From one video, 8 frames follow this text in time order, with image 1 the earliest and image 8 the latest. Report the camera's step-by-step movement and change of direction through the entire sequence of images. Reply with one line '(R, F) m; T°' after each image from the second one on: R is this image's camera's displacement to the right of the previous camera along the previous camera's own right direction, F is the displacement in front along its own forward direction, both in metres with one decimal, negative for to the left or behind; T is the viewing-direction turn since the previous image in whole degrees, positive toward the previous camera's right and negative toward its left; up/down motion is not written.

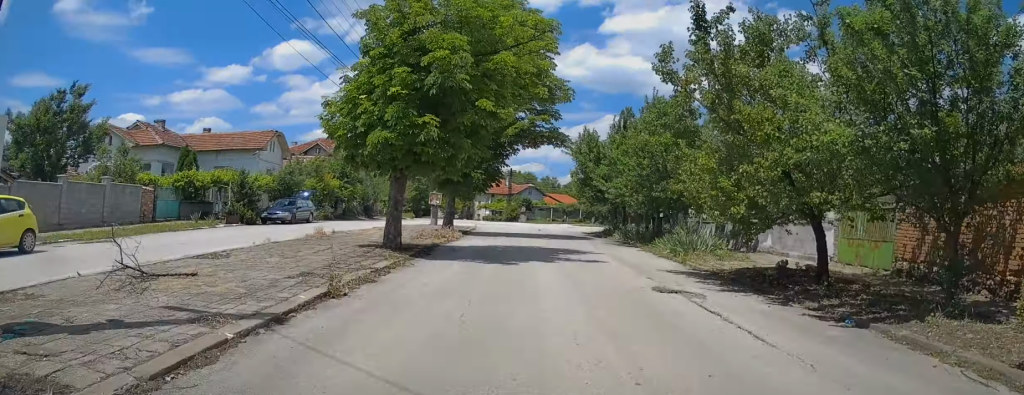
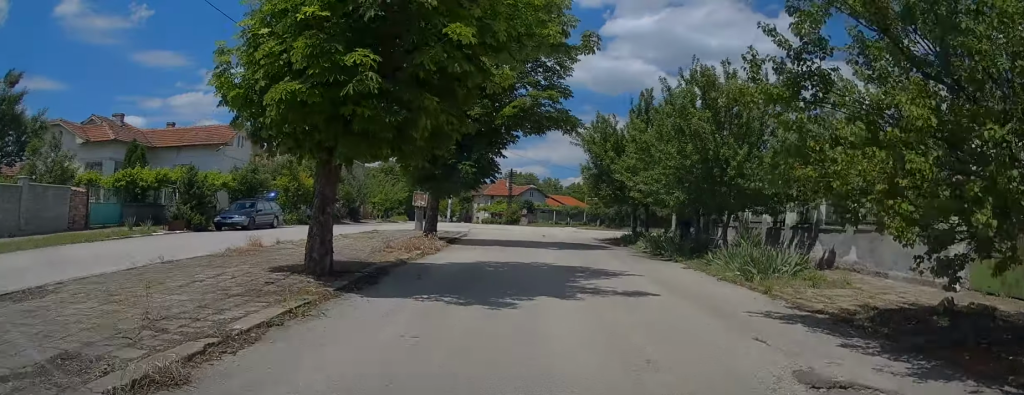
(0.0, +5.3) m; 0°
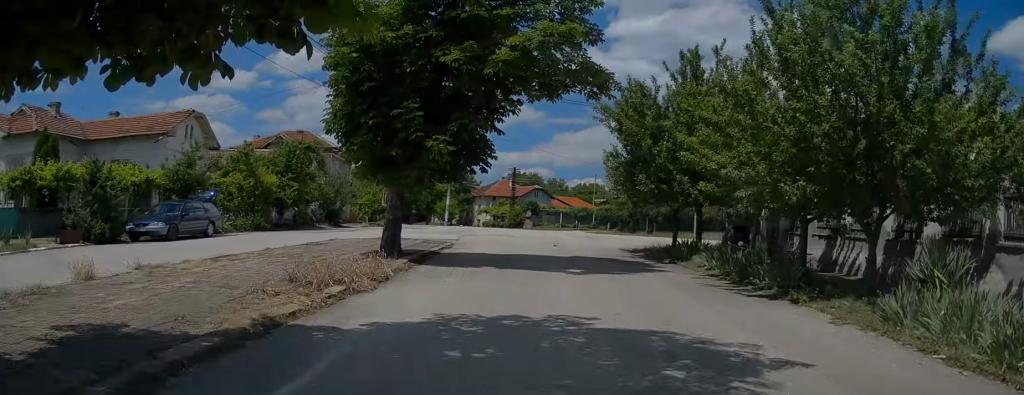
(-0.1, +7.0) m; +1°
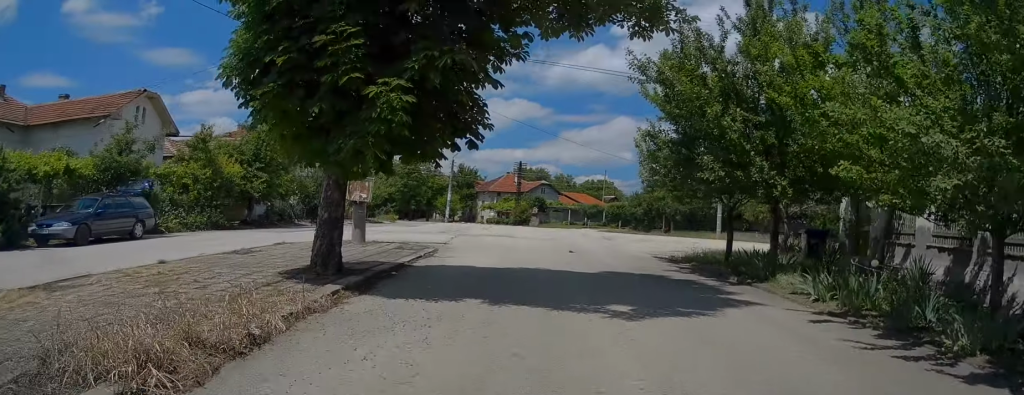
(0.0, +5.2) m; 0°
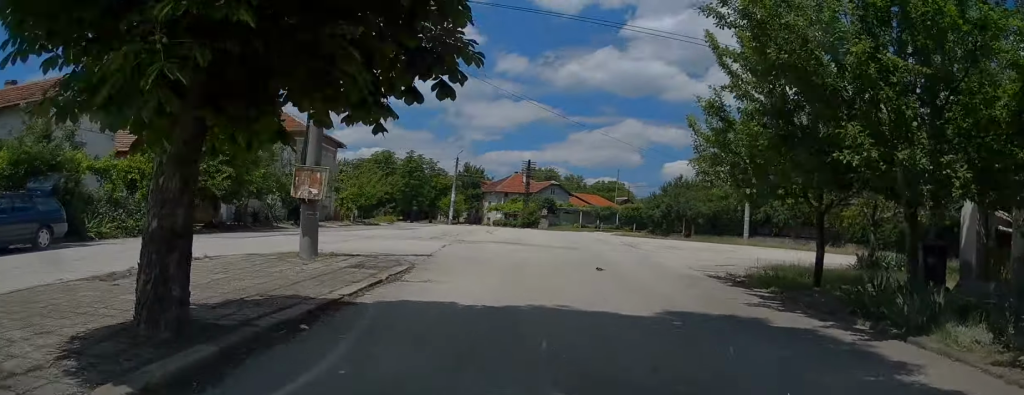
(+0.2, +4.8) m; 0°
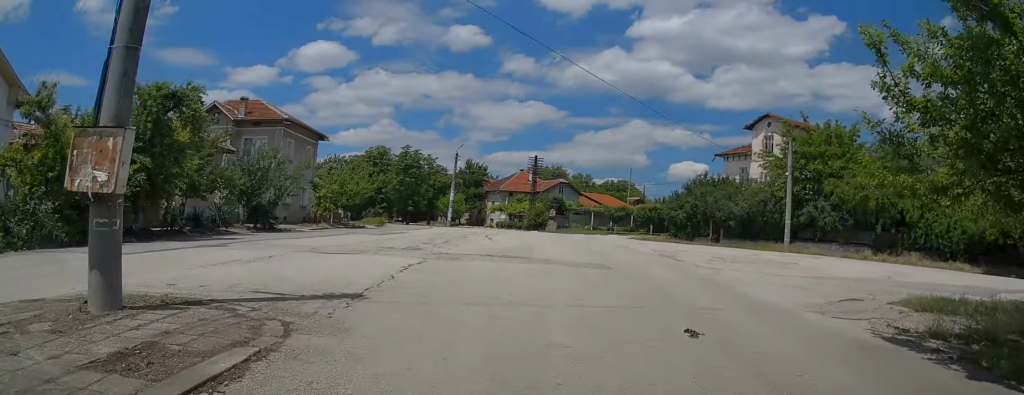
(0.0, +6.8) m; 0°
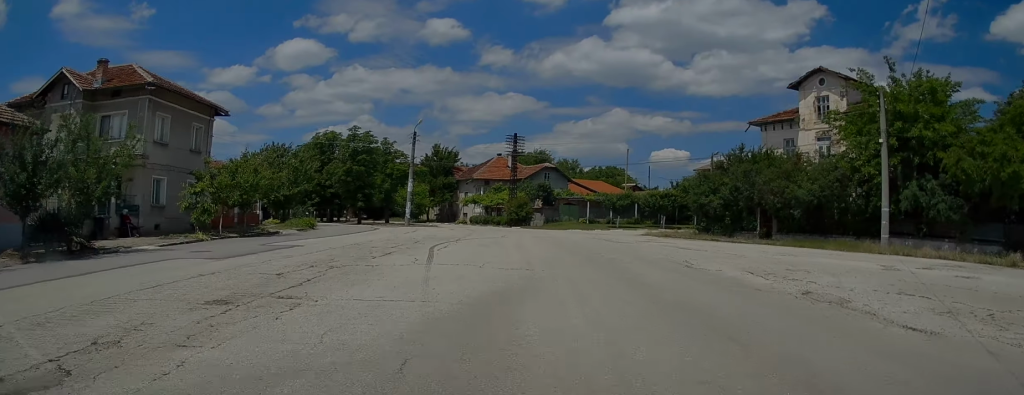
(0.0, +13.9) m; 0°
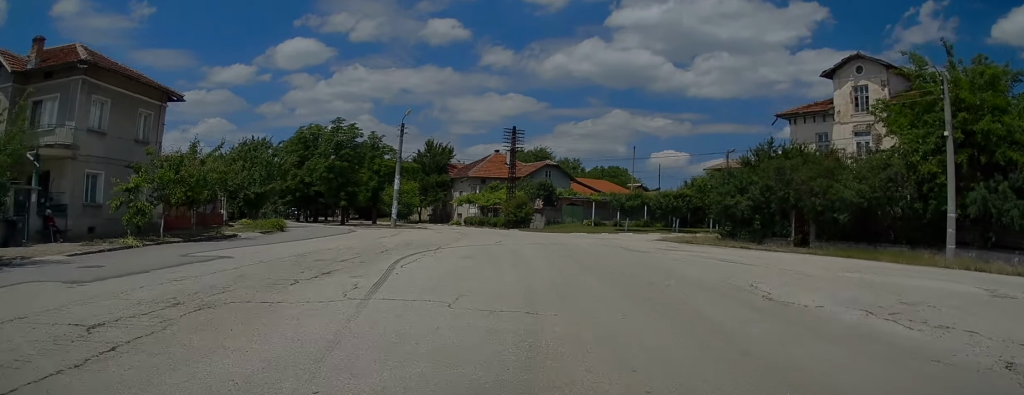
(0.0, +5.2) m; 0°
